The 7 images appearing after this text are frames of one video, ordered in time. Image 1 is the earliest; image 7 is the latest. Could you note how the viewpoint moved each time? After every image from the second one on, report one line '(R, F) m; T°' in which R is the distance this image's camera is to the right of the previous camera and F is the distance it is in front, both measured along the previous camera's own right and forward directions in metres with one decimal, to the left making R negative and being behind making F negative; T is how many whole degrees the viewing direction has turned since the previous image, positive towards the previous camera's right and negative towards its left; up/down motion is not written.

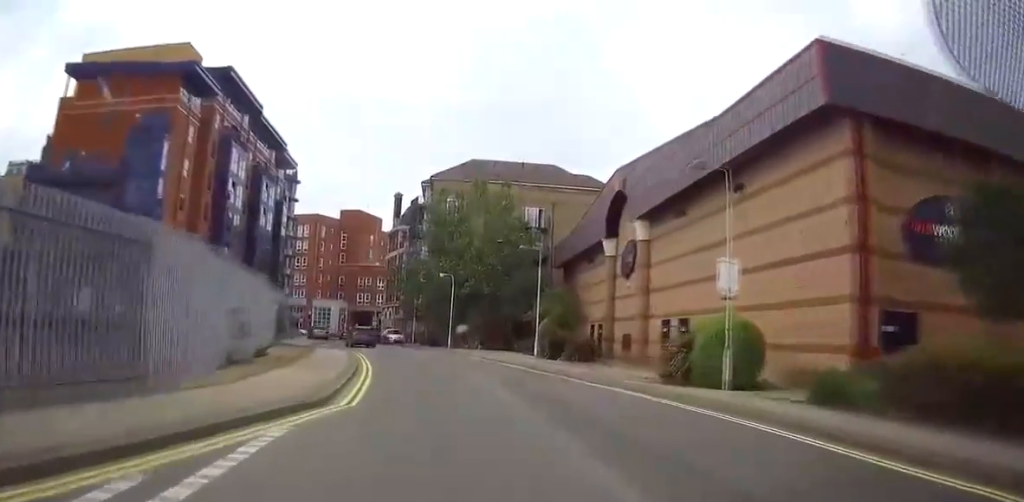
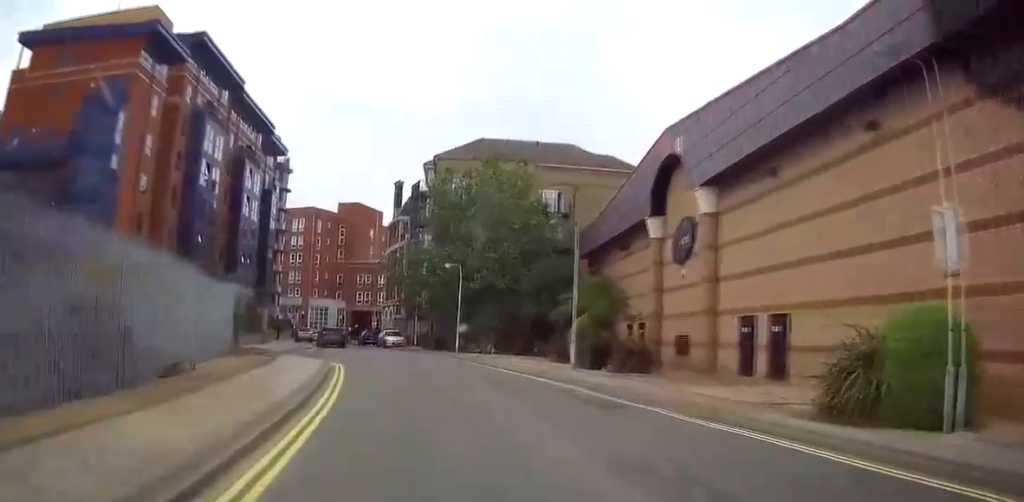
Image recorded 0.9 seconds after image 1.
(-0.3, +8.8) m; -3°
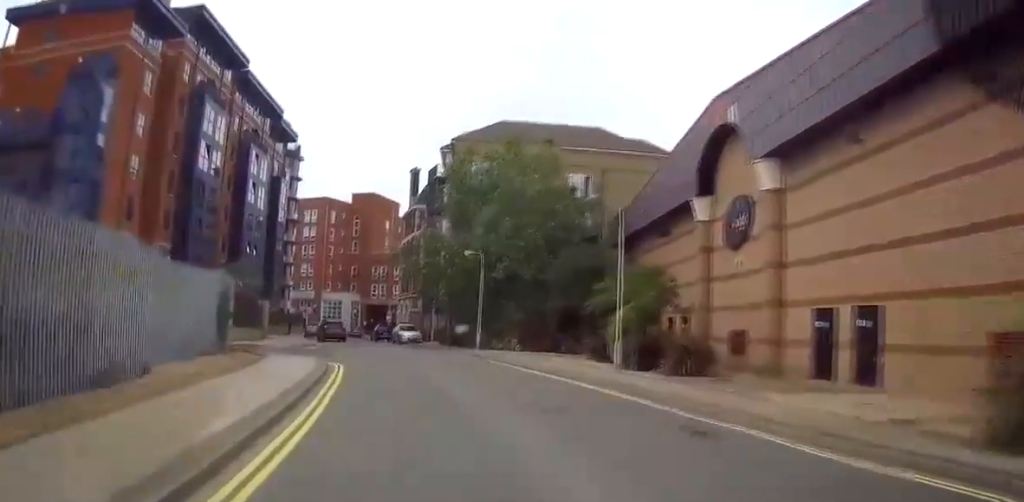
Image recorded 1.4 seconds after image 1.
(-0.1, +4.3) m; -2°
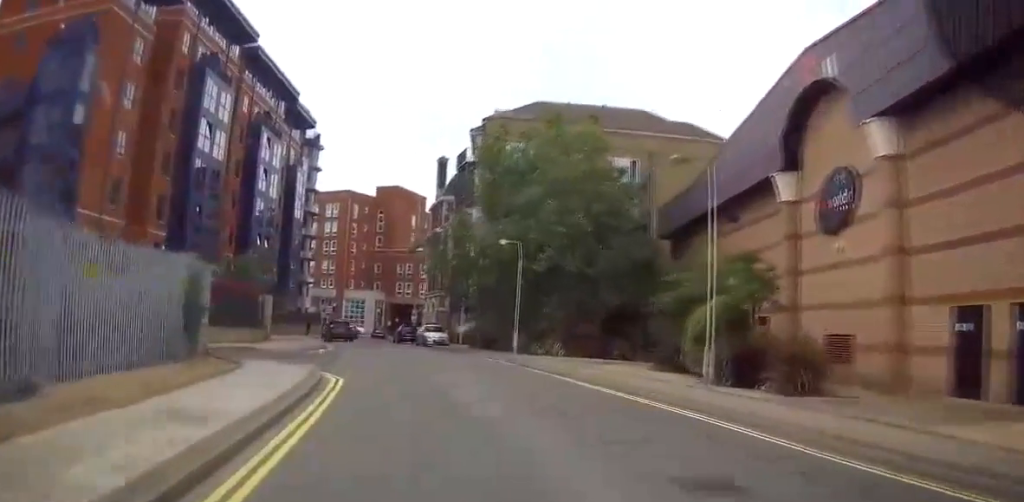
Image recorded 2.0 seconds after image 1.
(-0.1, +5.9) m; -2°
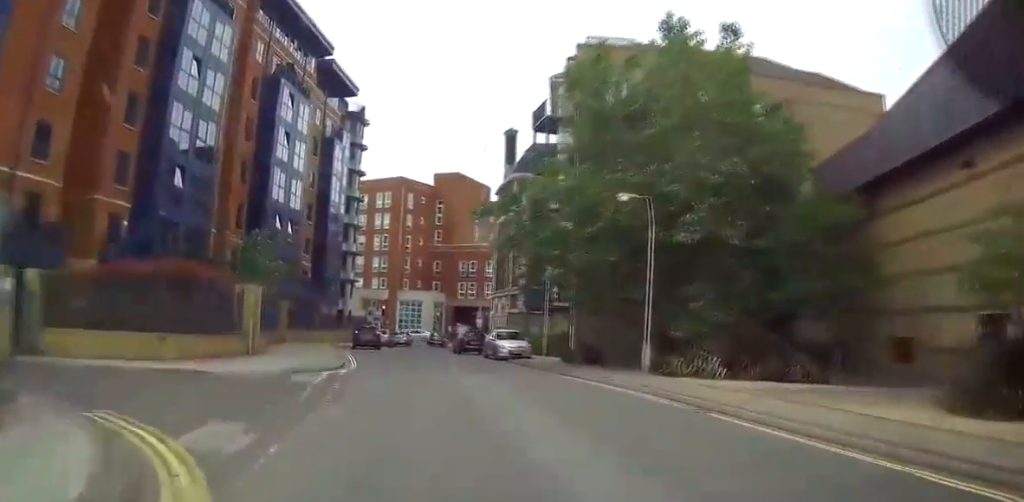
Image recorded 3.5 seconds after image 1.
(-0.4, +13.7) m; -3°
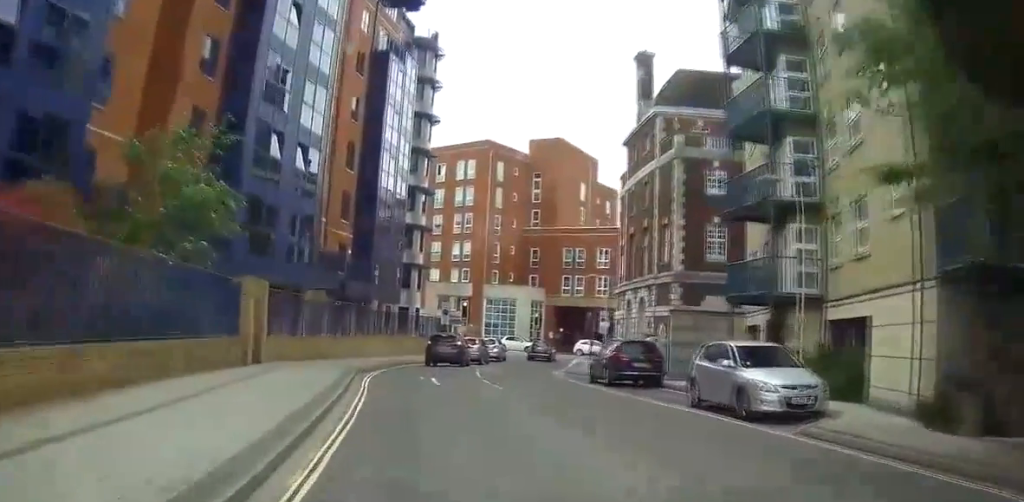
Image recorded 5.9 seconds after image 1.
(-0.2, +19.3) m; -1°
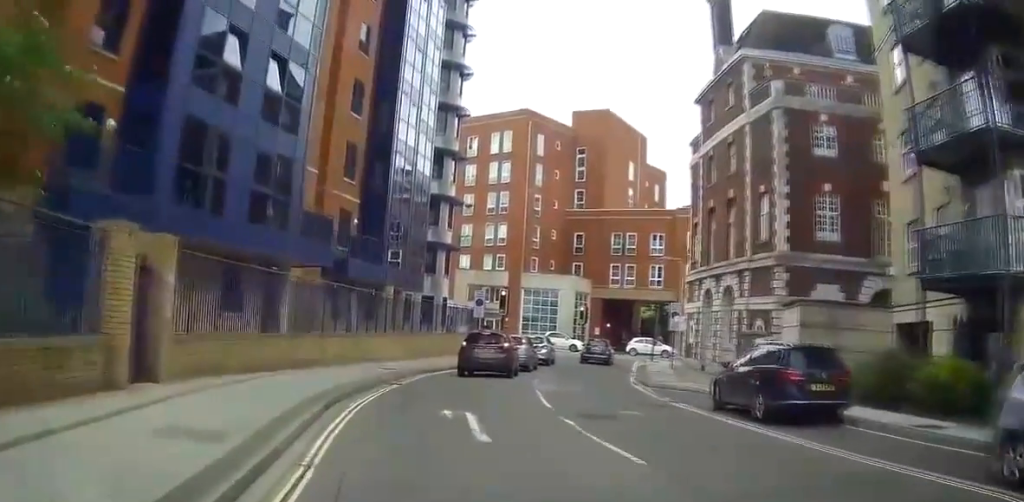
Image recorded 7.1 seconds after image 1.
(0.0, +5.6) m; 0°
